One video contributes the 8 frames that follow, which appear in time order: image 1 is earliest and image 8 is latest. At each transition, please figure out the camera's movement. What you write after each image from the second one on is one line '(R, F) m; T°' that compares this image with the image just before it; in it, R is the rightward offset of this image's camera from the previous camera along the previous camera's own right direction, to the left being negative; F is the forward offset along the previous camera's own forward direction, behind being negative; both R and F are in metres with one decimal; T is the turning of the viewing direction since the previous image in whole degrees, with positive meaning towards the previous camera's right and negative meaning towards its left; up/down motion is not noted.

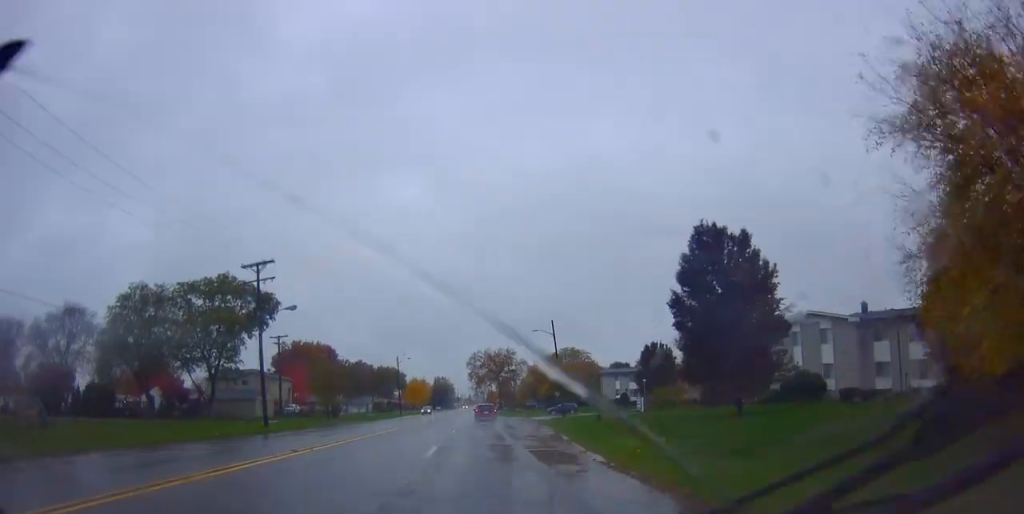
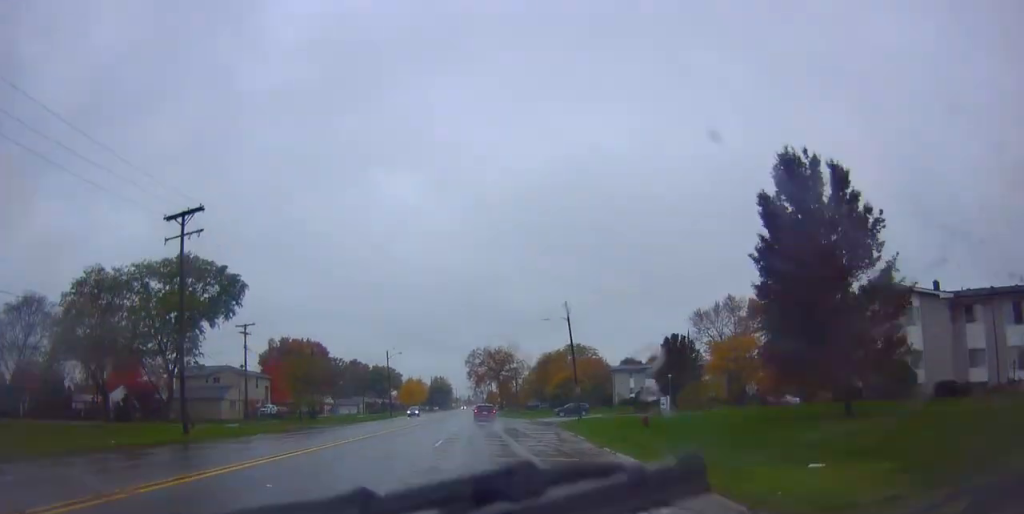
(-0.1, +11.0) m; 0°
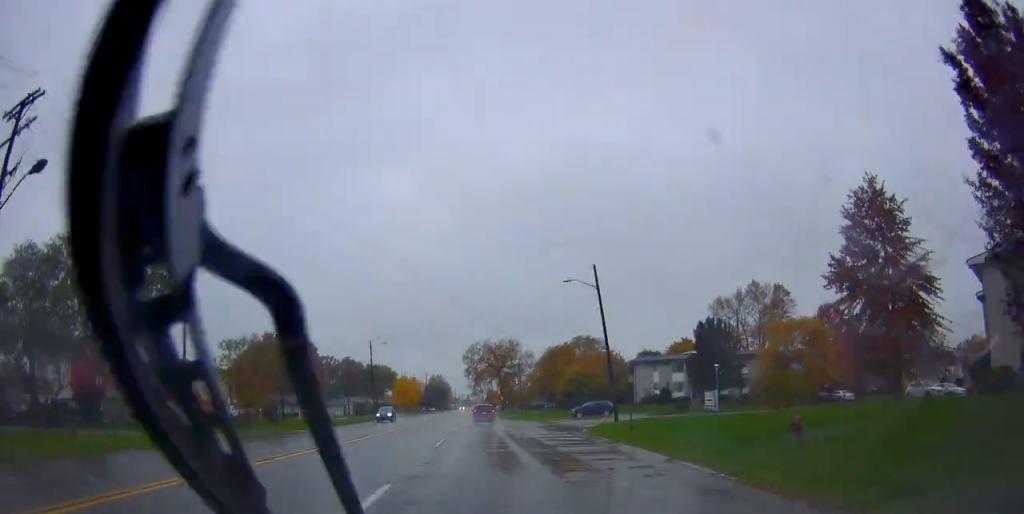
(+0.4, +14.2) m; +2°
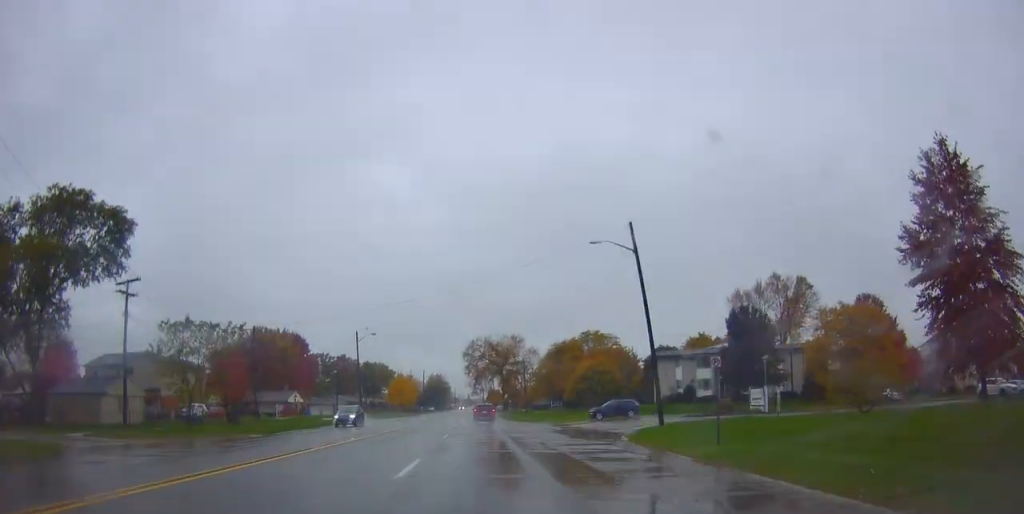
(0.0, +9.9) m; 0°
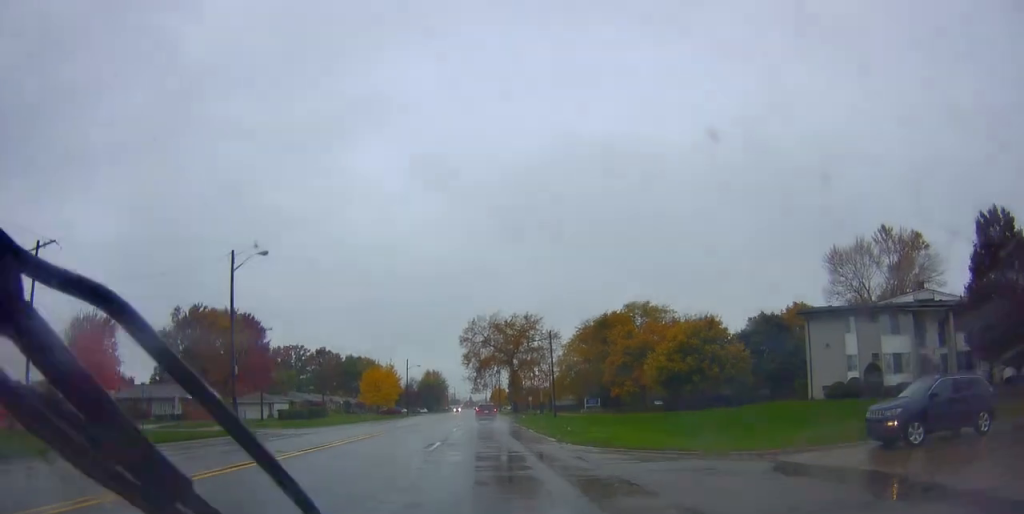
(+0.5, +38.3) m; +1°
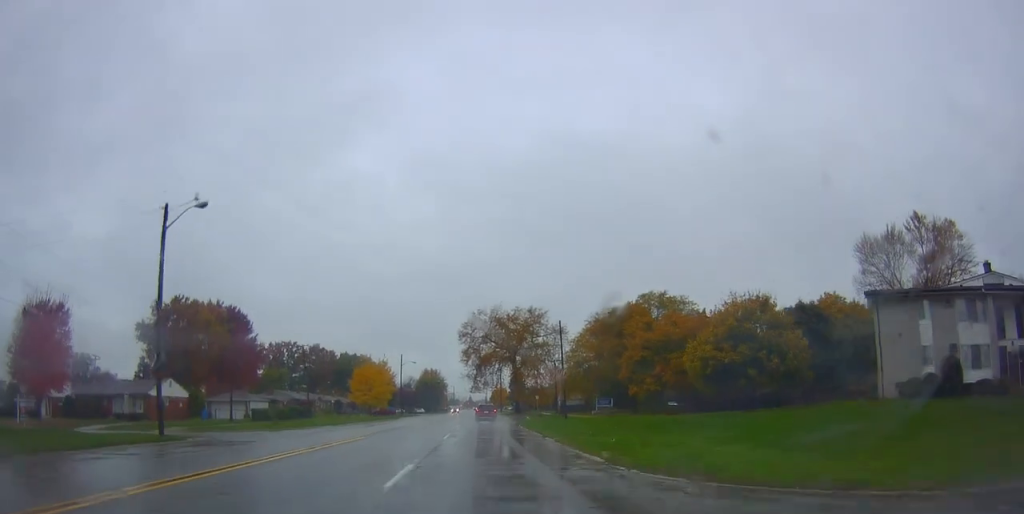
(+0.2, +8.6) m; 0°
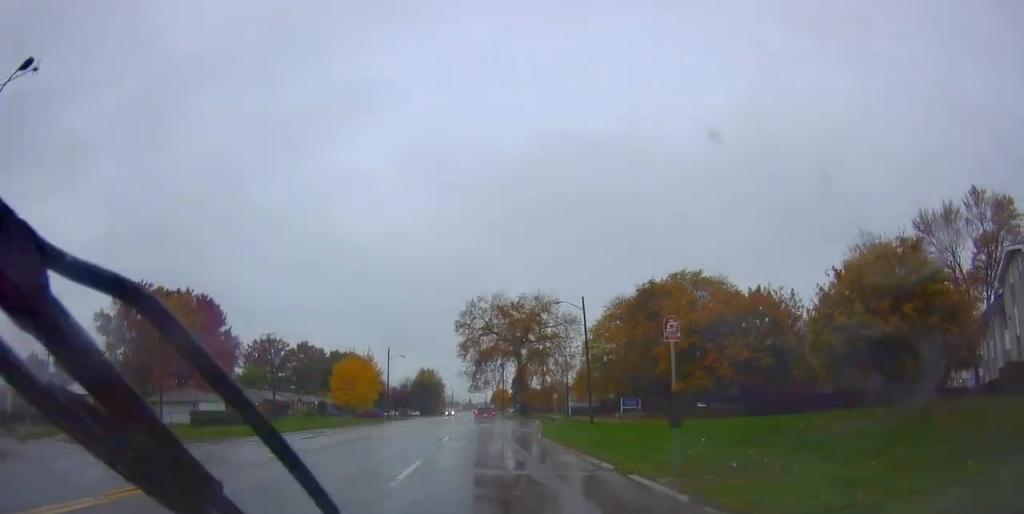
(-0.3, +14.4) m; 0°
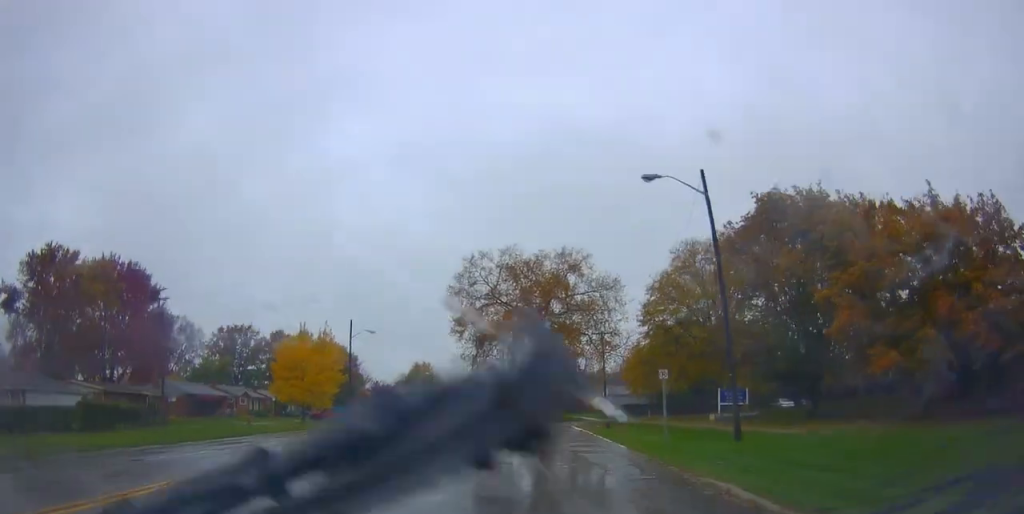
(0.0, +27.4) m; -2°
